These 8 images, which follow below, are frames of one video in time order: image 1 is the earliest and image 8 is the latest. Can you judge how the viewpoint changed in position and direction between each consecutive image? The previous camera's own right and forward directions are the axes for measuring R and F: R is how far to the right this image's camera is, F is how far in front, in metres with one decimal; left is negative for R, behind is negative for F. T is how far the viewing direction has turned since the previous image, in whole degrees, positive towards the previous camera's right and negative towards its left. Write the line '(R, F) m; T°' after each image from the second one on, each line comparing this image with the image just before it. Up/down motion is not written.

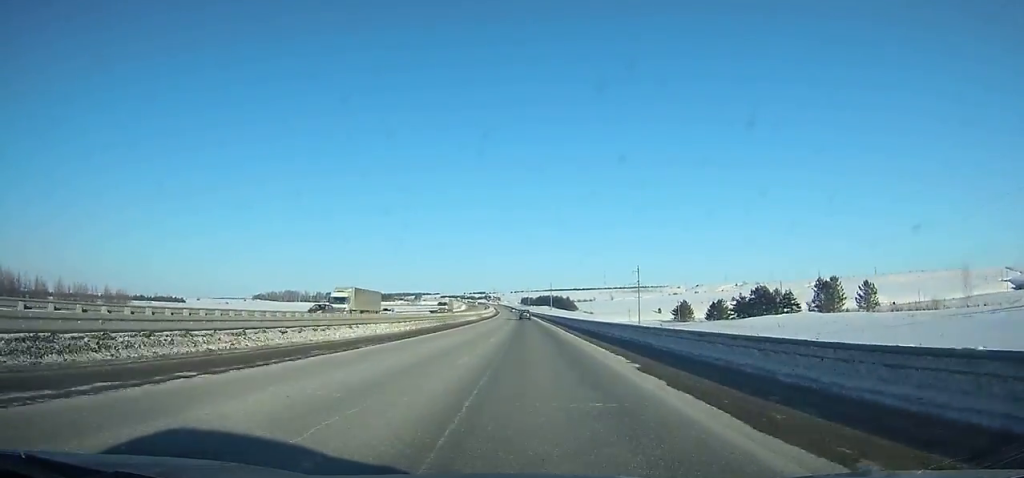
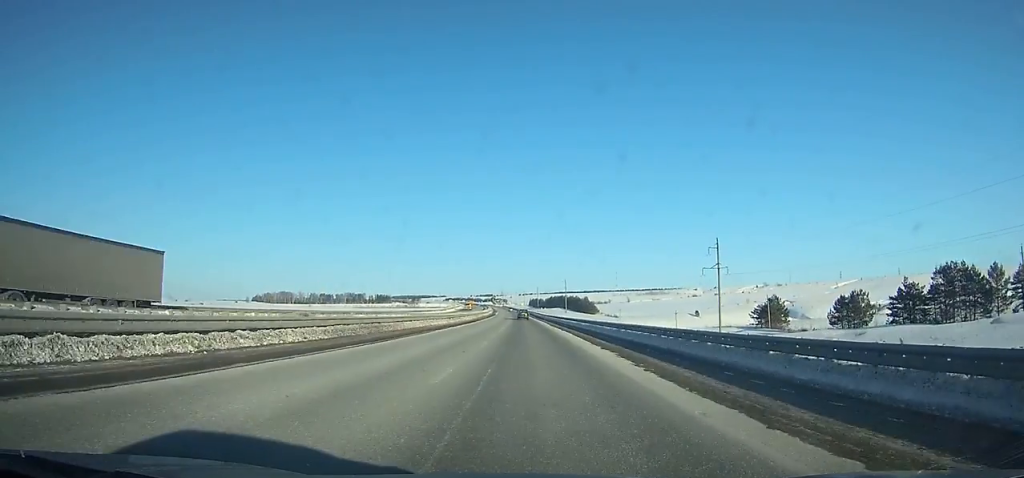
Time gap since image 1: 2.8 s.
(-0.7, +74.1) m; -1°
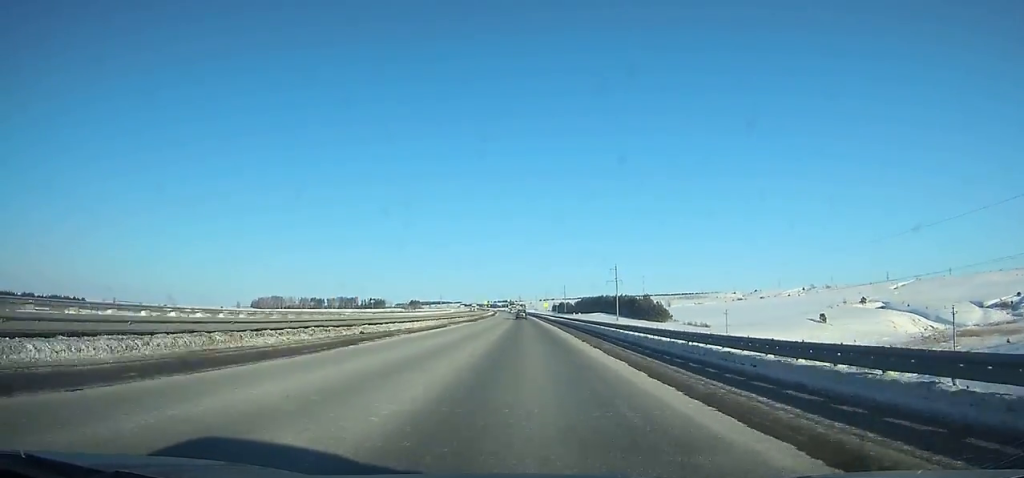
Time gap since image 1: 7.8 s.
(-2.2, +134.4) m; -2°
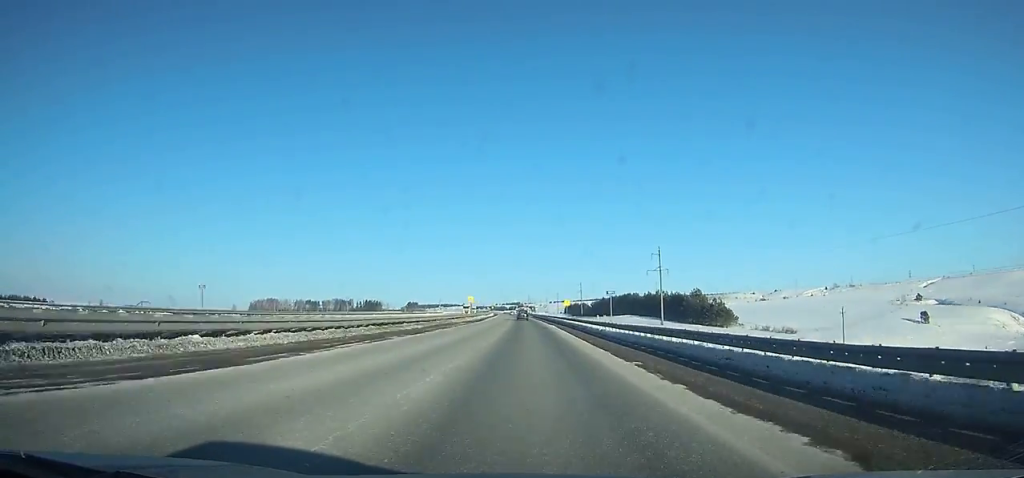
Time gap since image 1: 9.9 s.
(-0.5, +57.3) m; -1°
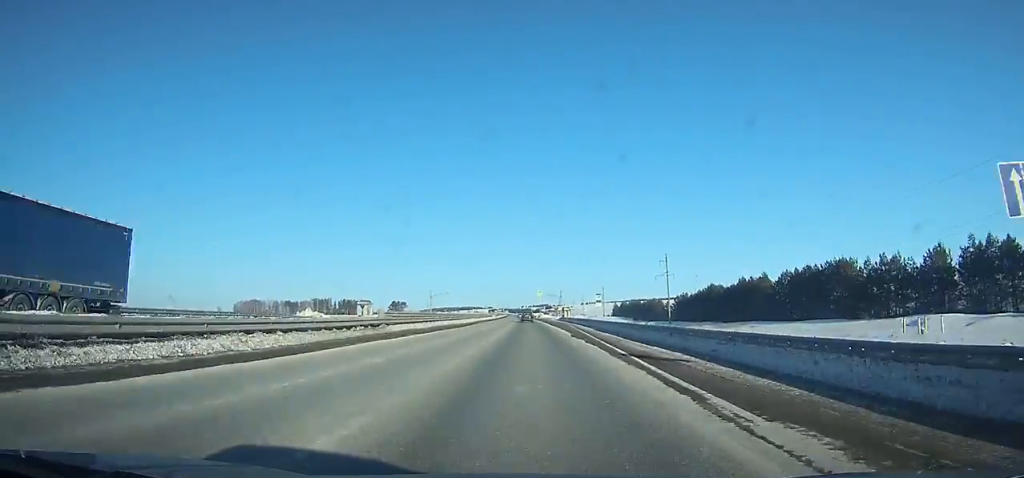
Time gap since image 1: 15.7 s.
(-3.1, +158.2) m; -2°
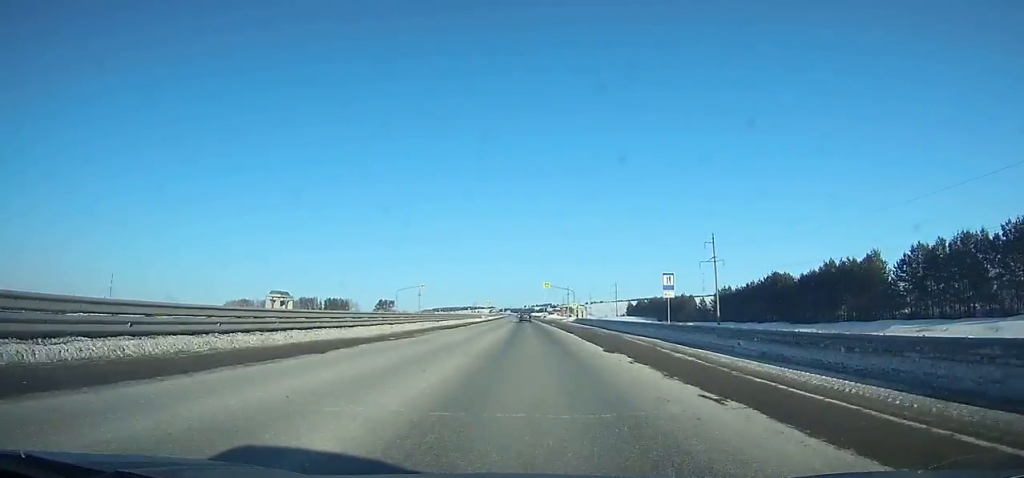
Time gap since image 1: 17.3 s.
(-0.3, +43.2) m; -1°
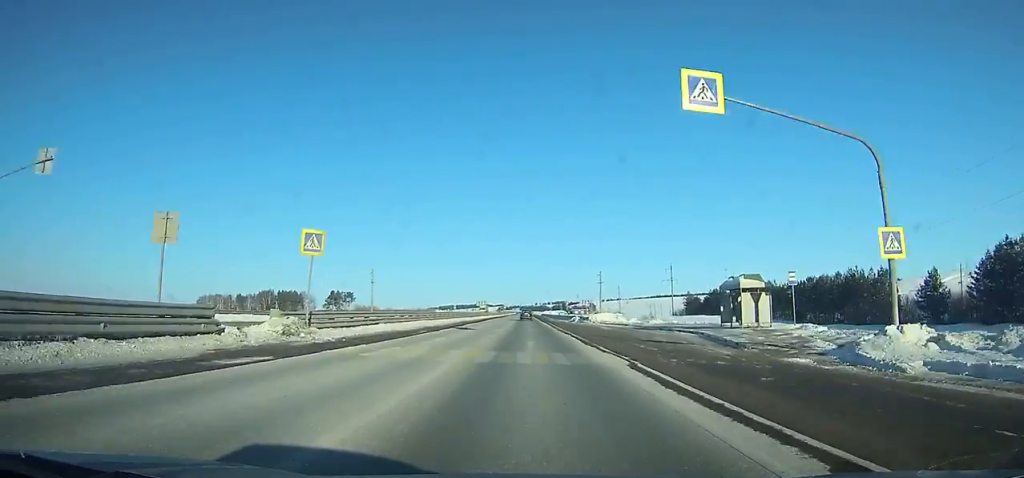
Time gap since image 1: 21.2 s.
(-1.1, +103.8) m; -1°
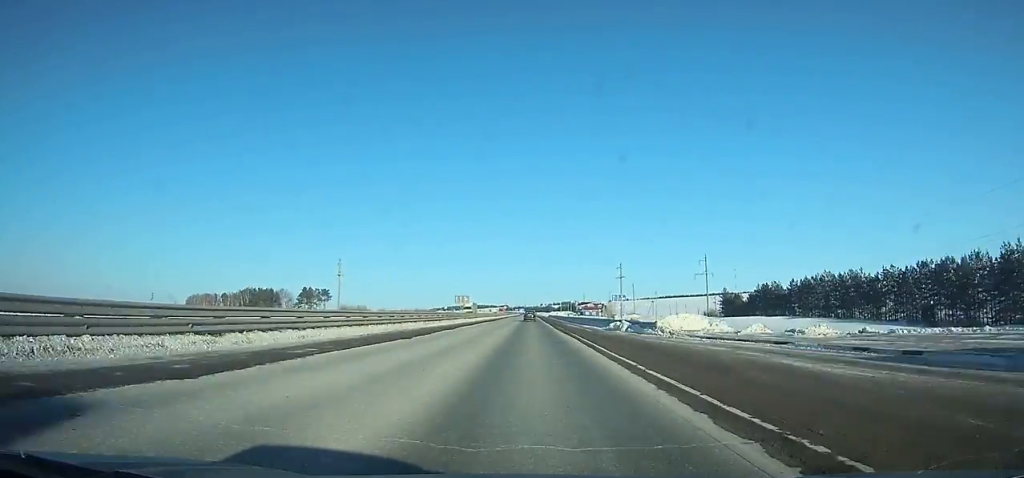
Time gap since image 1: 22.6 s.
(0.0, +36.8) m; 0°
